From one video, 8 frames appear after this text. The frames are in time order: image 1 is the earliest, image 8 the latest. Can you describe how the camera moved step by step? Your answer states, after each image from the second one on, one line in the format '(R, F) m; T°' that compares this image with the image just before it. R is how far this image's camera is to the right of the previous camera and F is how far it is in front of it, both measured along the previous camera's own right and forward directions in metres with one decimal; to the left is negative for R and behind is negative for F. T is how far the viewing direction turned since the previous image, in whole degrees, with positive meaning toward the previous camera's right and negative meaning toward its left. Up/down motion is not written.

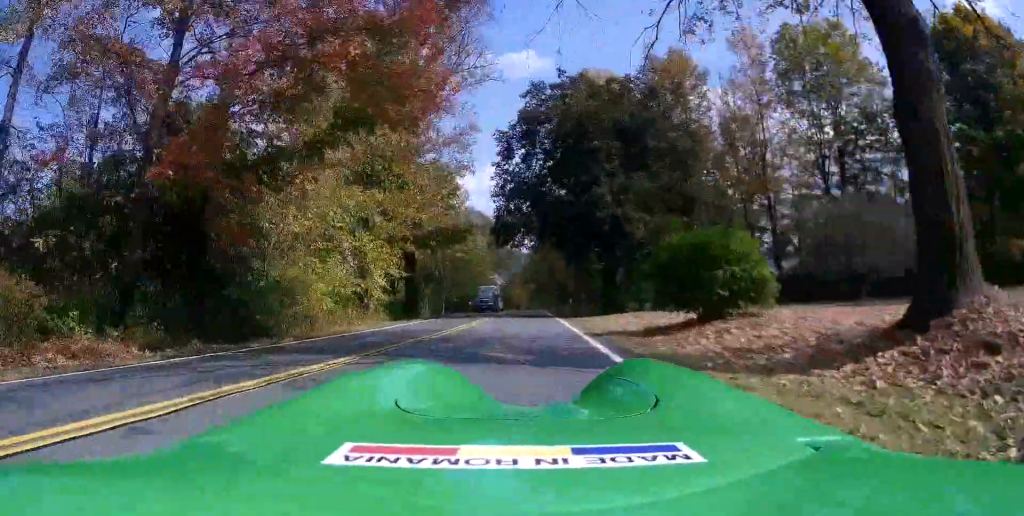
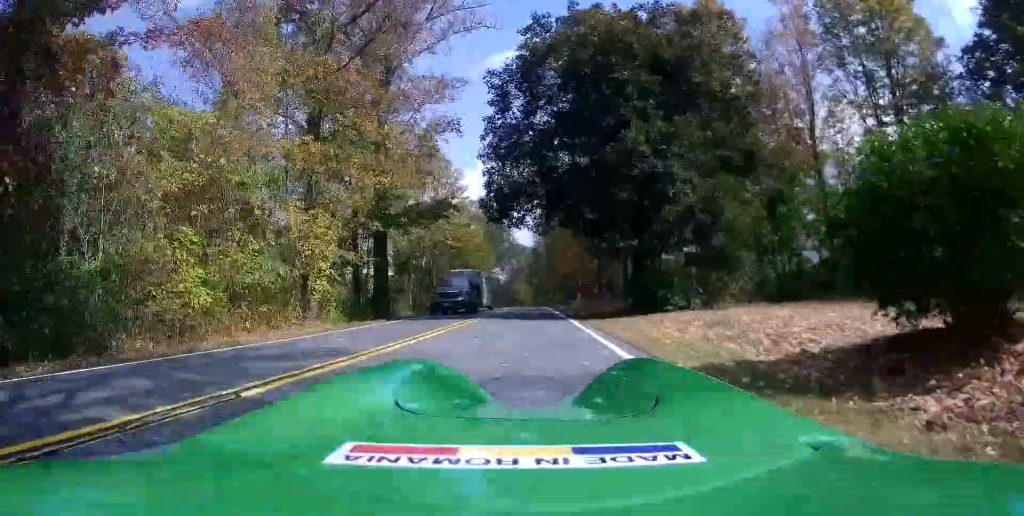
(+0.2, +8.1) m; 0°
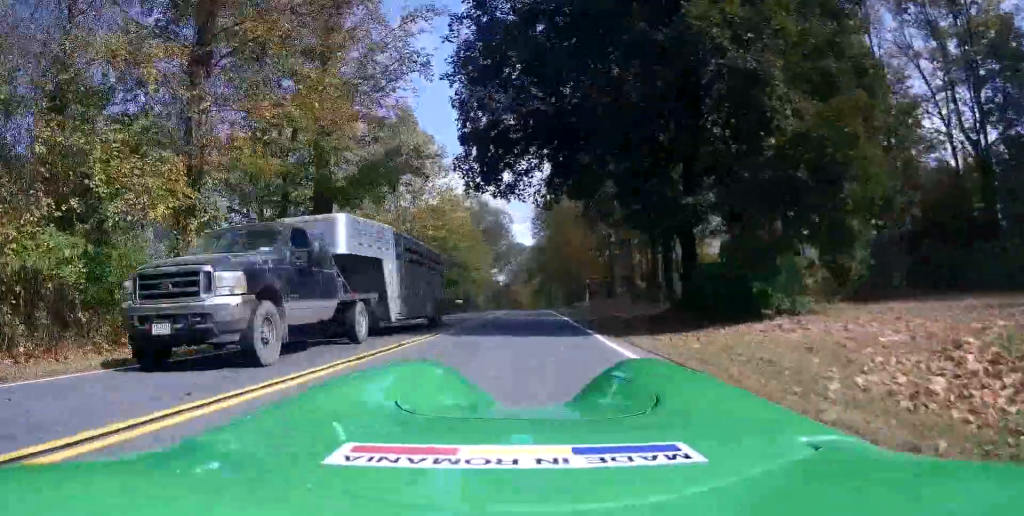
(-0.1, +9.5) m; -1°
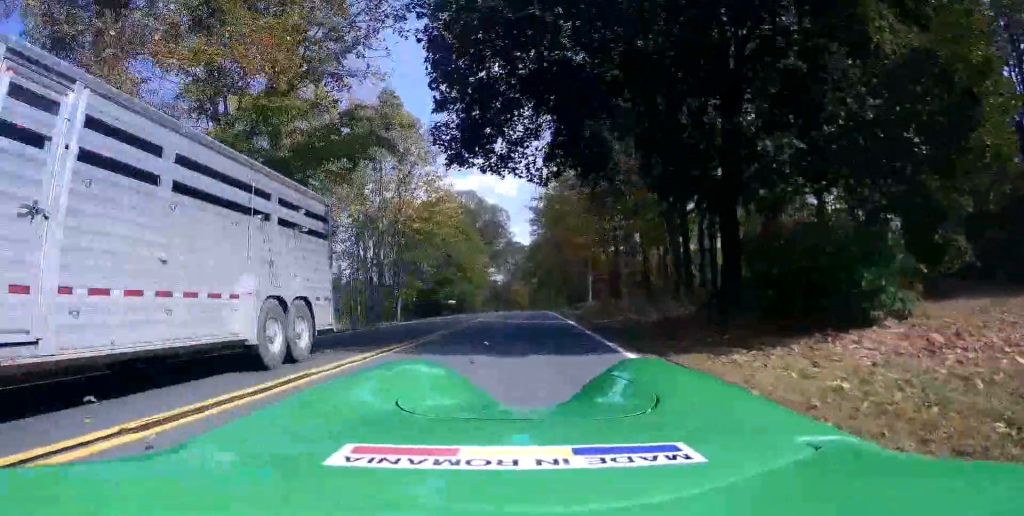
(0.0, +4.5) m; -3°
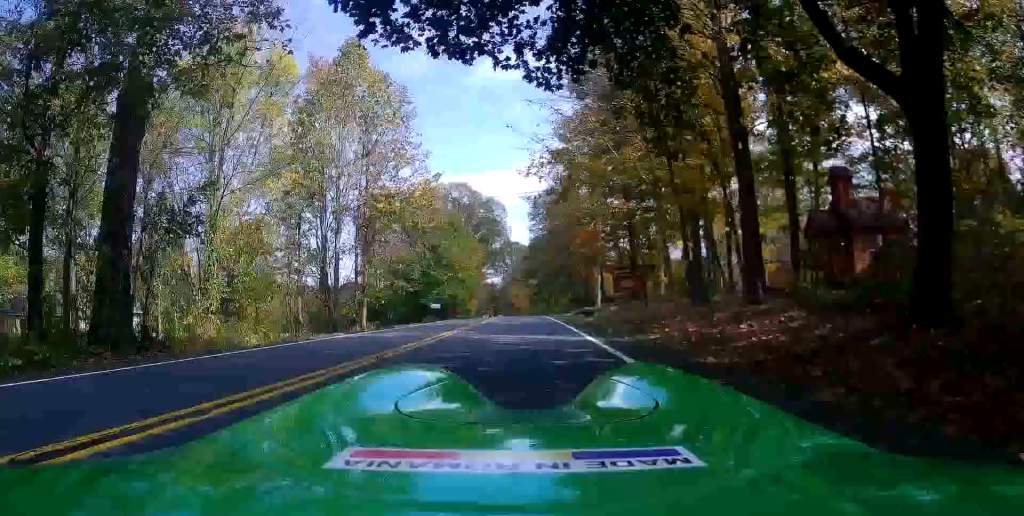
(+0.4, +9.1) m; -9°
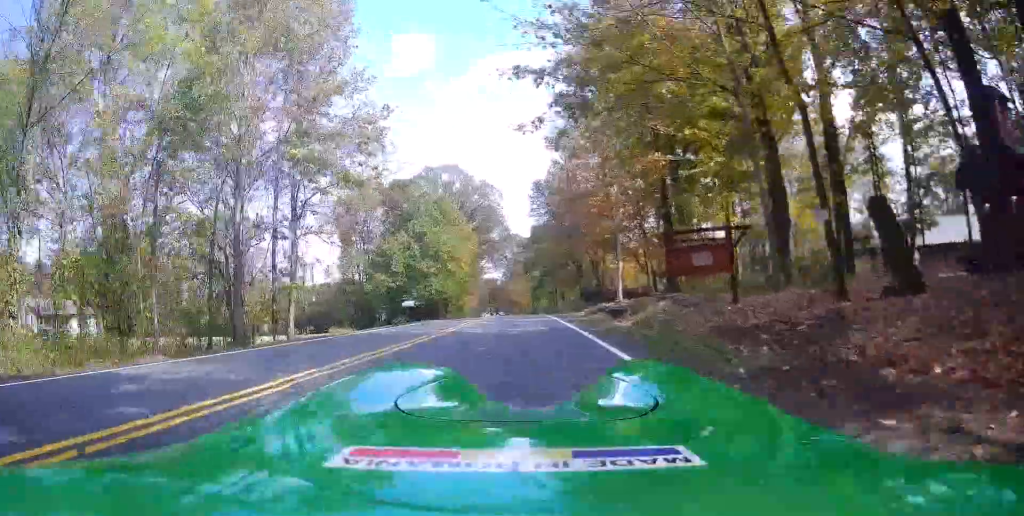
(-2.0, +9.7) m; +6°
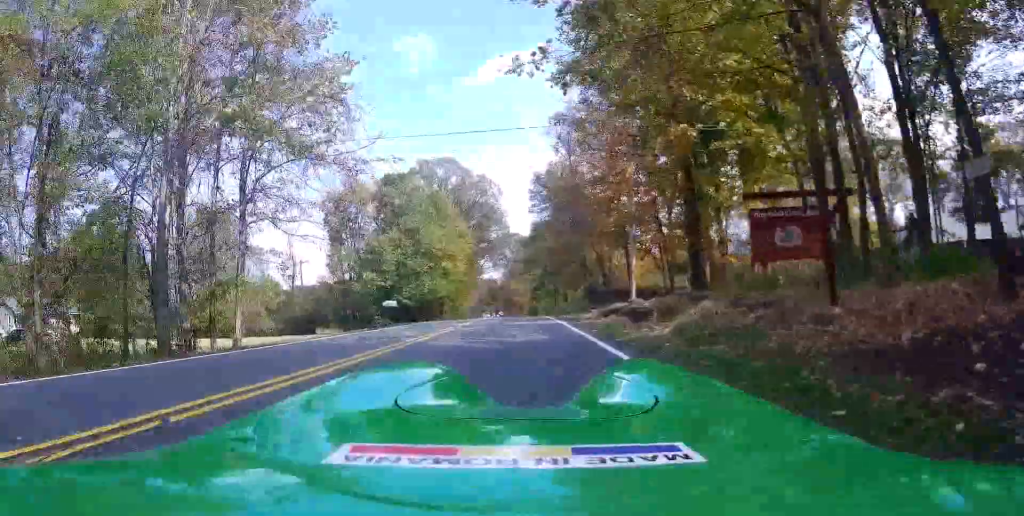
(+1.6, +5.4) m; +10°
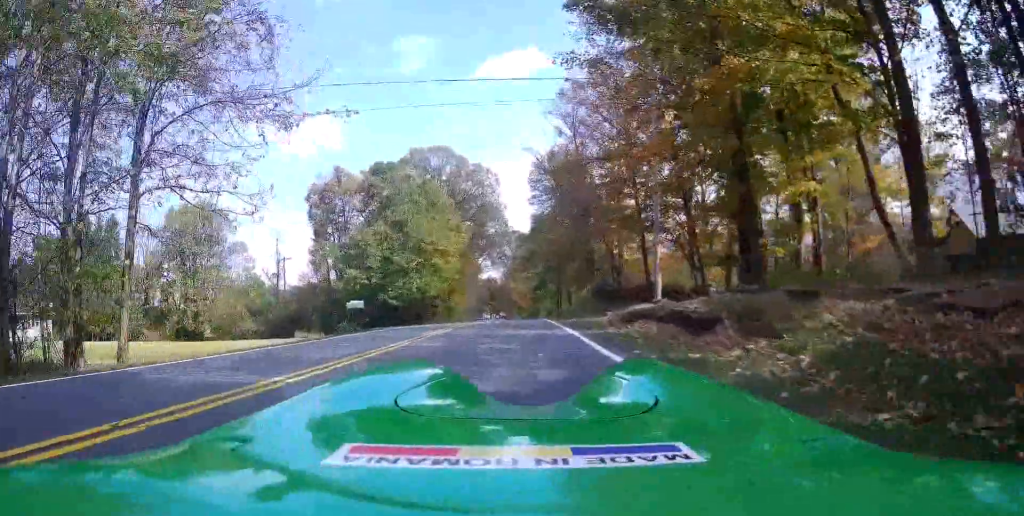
(+0.7, +6.0) m; +6°
